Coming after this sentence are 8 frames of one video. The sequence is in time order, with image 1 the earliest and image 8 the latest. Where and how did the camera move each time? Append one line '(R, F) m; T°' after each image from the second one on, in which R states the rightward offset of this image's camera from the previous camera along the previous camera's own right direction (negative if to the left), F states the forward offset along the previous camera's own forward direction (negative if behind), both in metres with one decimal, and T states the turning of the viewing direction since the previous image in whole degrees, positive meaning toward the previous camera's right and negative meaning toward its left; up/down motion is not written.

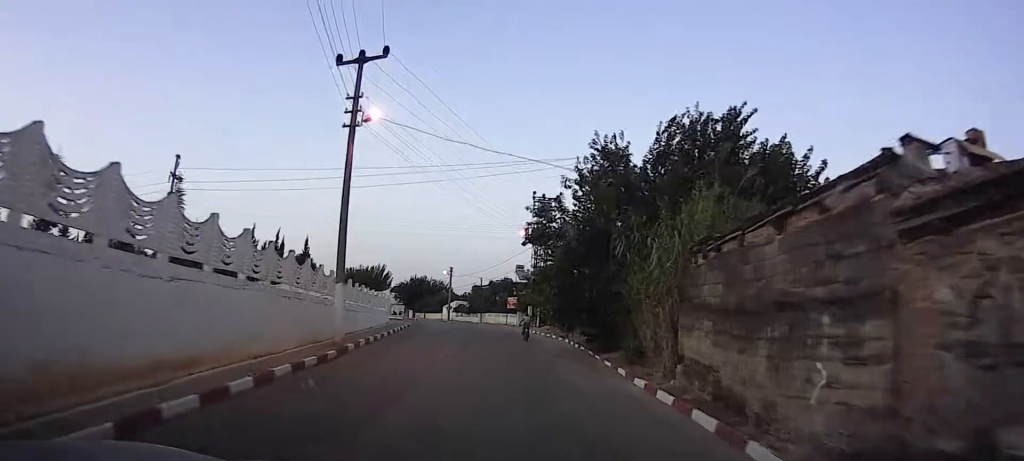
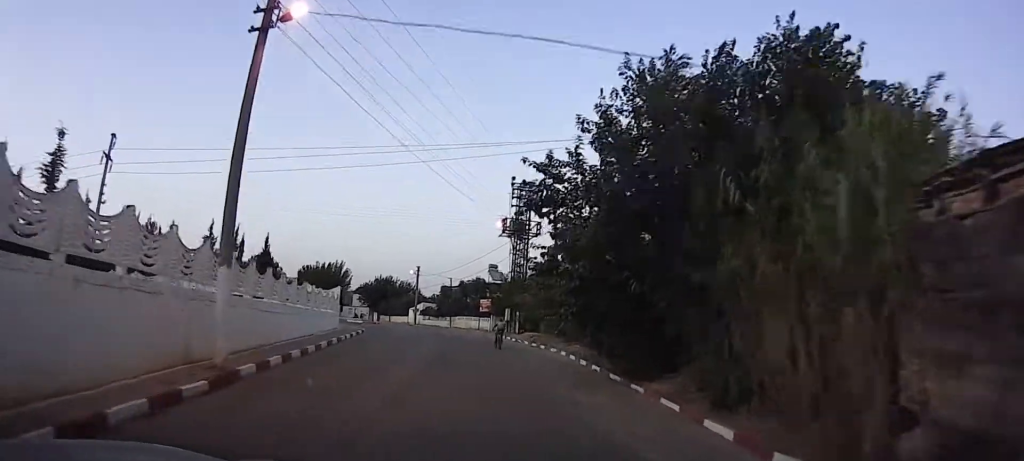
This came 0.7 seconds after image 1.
(0.0, +7.2) m; +2°
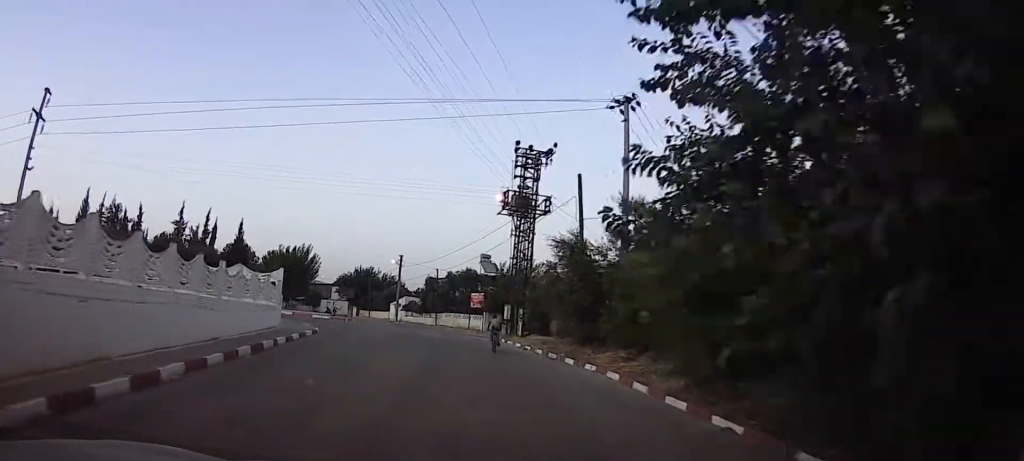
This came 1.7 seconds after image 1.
(+0.4, +10.2) m; +5°
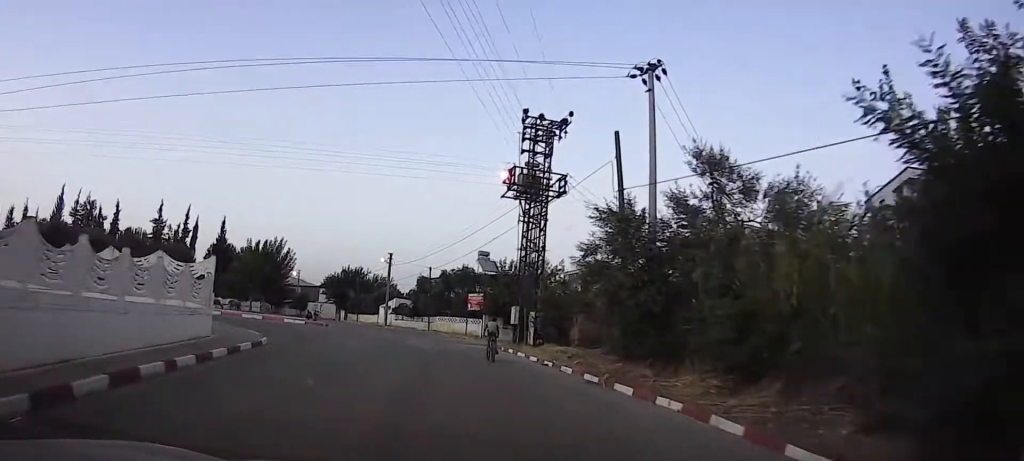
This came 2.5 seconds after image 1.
(+0.2, +7.7) m; +4°
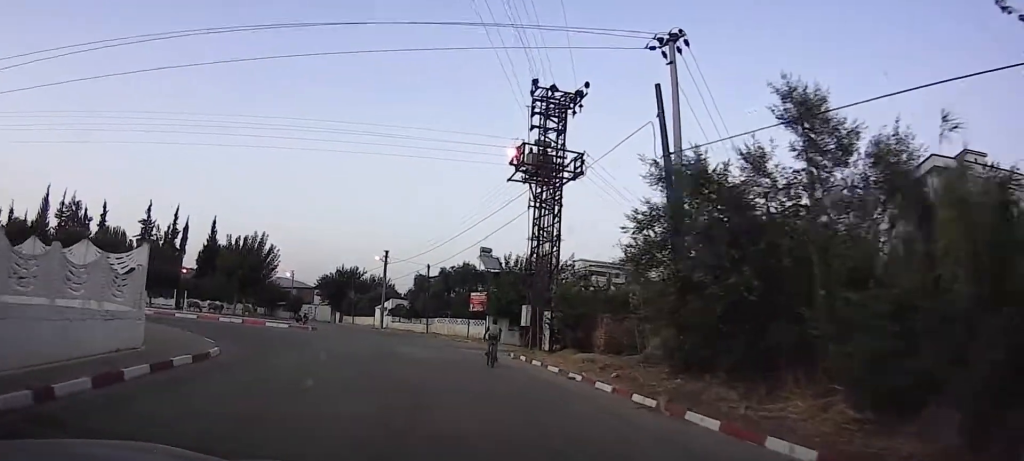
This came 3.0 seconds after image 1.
(+0.2, +4.1) m; +2°
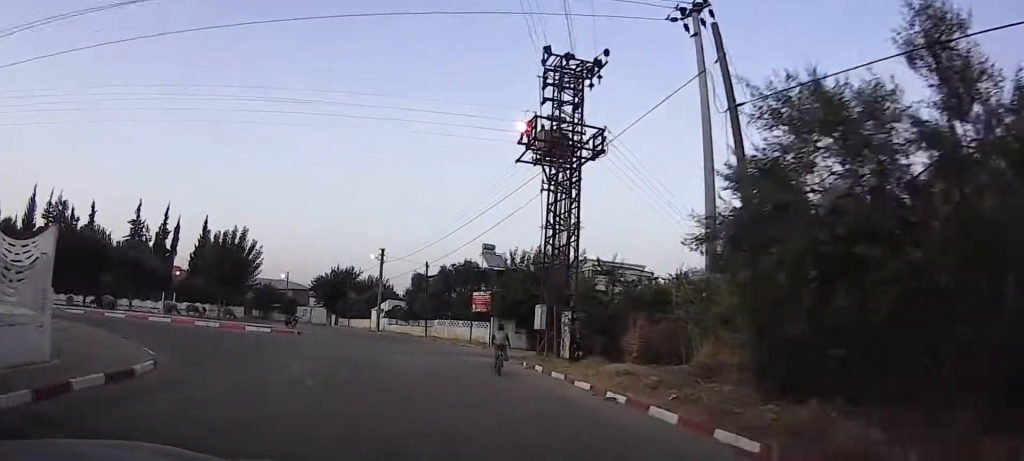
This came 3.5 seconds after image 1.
(+0.1, +3.8) m; +2°
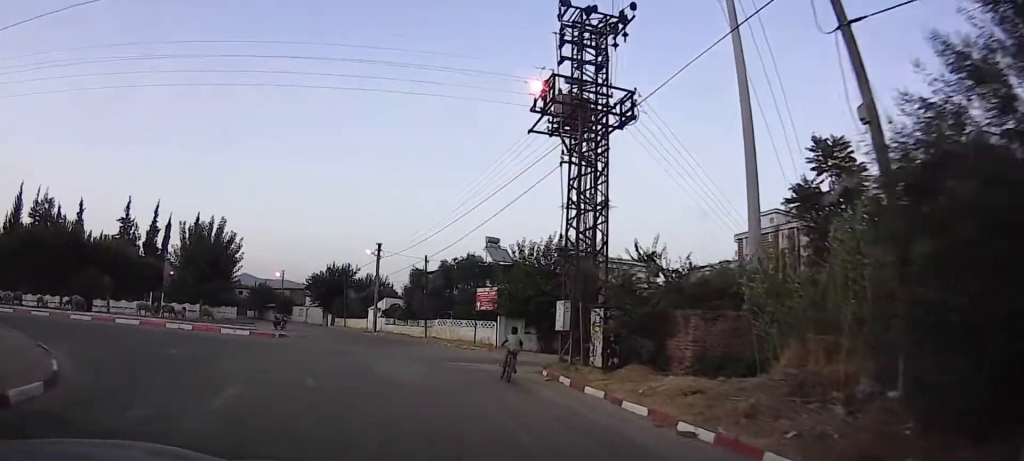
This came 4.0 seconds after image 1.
(0.0, +3.5) m; -1°
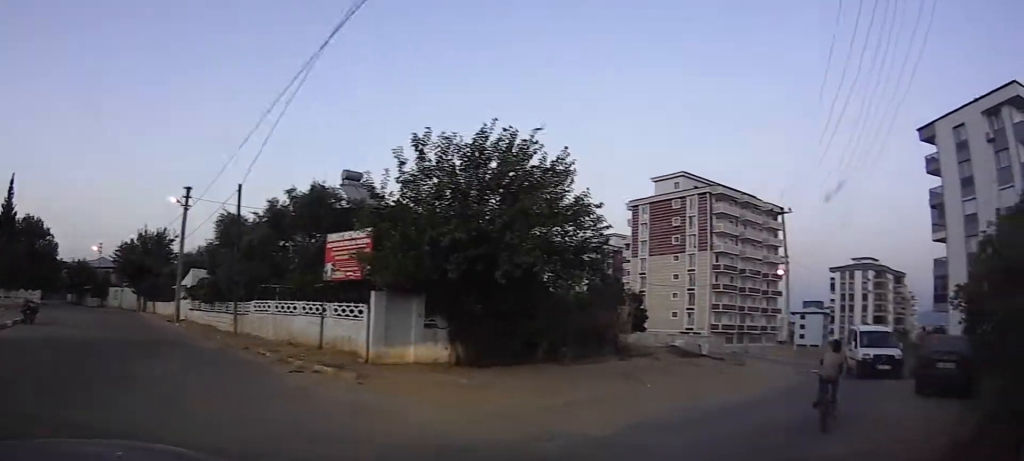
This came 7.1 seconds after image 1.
(+0.2, +17.3) m; +23°
